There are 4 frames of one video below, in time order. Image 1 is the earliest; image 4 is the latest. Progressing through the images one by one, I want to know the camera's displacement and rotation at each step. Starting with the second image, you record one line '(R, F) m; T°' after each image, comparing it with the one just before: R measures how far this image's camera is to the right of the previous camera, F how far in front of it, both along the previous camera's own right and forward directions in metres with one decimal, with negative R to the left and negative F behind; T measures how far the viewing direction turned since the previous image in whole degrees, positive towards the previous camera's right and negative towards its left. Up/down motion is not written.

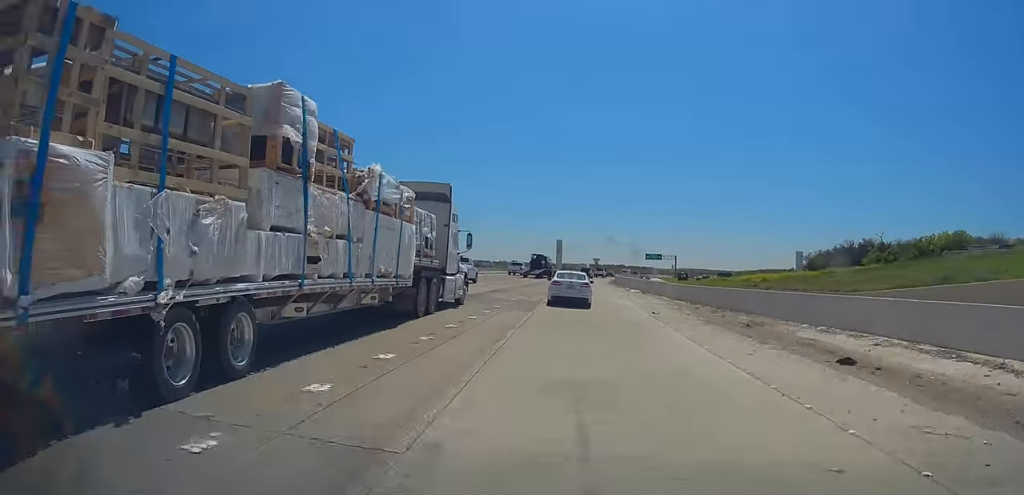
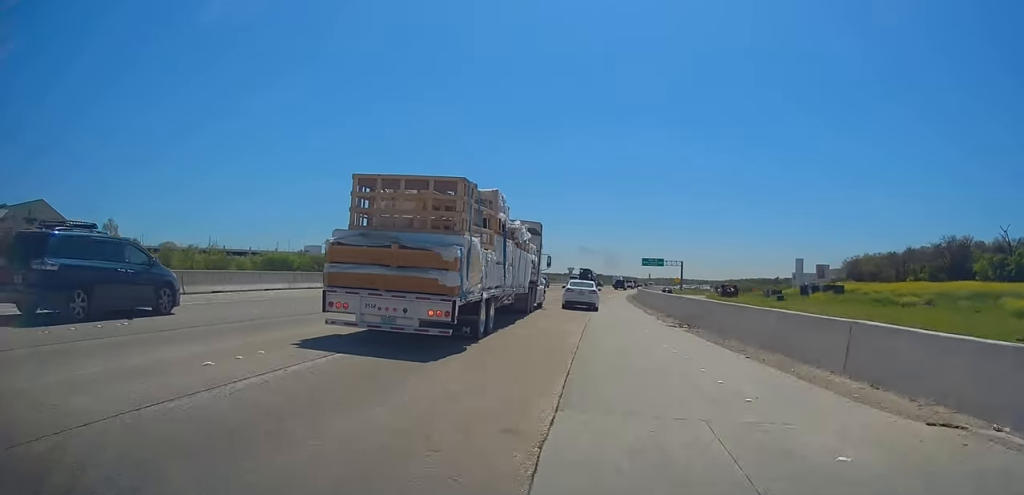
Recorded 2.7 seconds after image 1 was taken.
(+1.0, +62.7) m; +2°
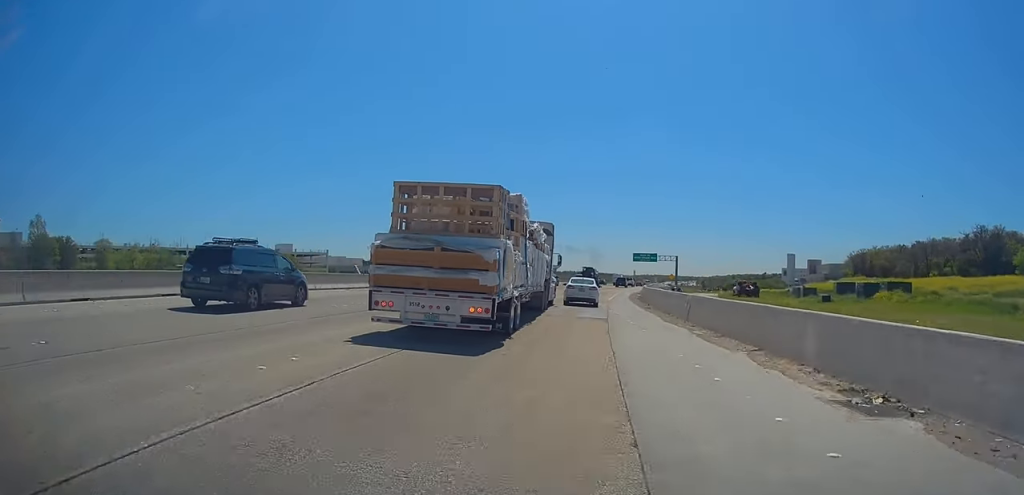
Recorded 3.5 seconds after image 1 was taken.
(+0.2, +16.6) m; +1°
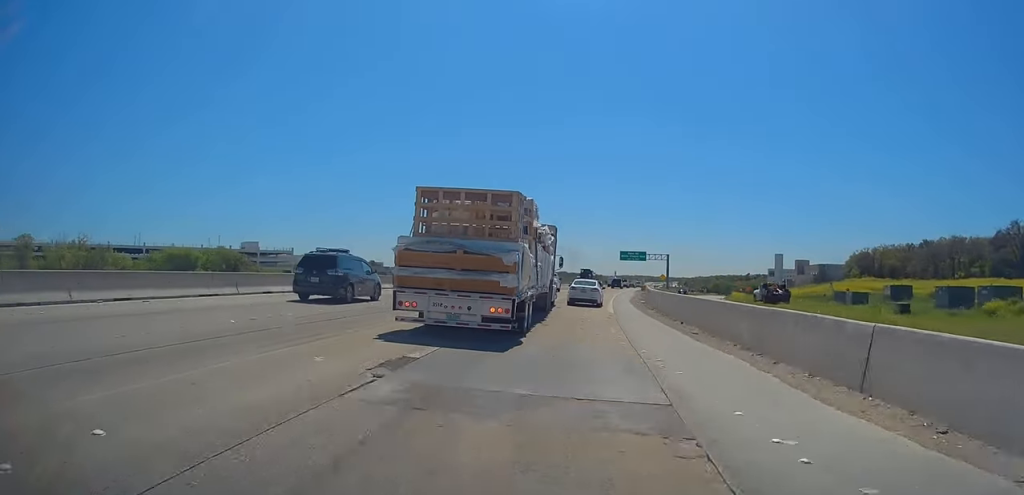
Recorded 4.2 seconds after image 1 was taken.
(+0.2, +16.5) m; +2°
